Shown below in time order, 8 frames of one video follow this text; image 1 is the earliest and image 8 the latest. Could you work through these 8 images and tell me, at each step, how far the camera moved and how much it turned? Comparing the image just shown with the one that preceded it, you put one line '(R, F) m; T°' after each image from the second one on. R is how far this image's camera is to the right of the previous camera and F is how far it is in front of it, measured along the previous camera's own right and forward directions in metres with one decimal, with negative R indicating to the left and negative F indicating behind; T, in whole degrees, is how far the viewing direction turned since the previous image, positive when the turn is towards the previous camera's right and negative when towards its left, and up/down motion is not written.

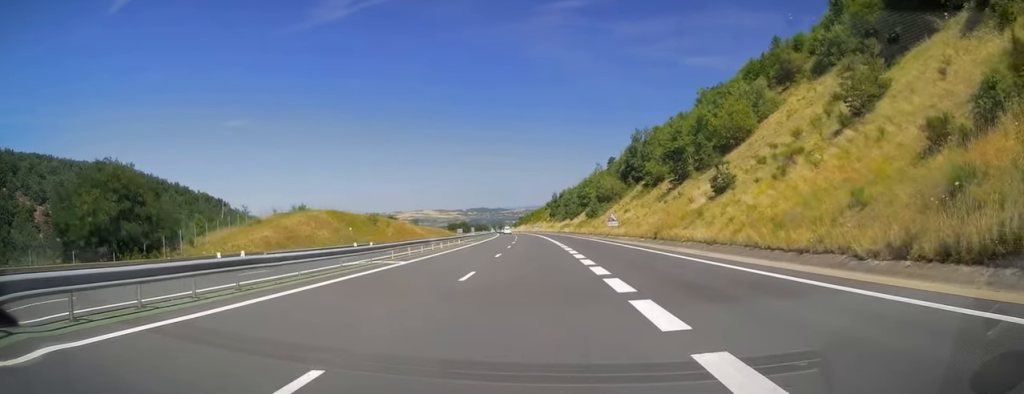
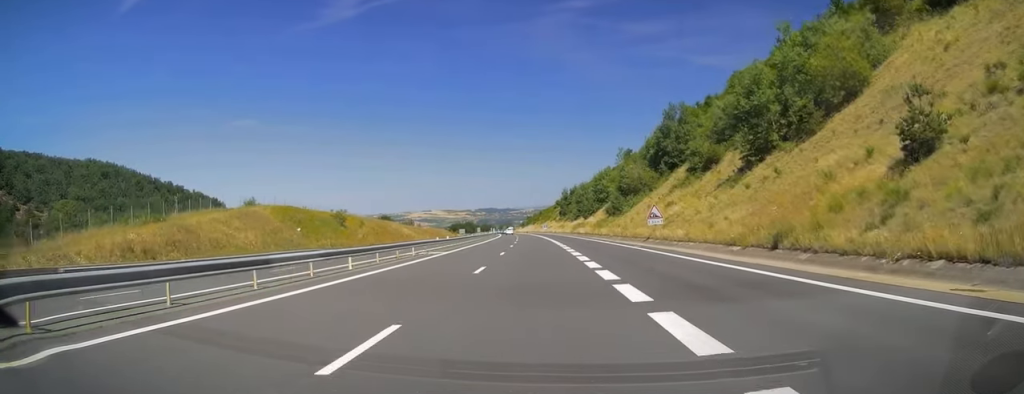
(-0.1, +23.2) m; -1°
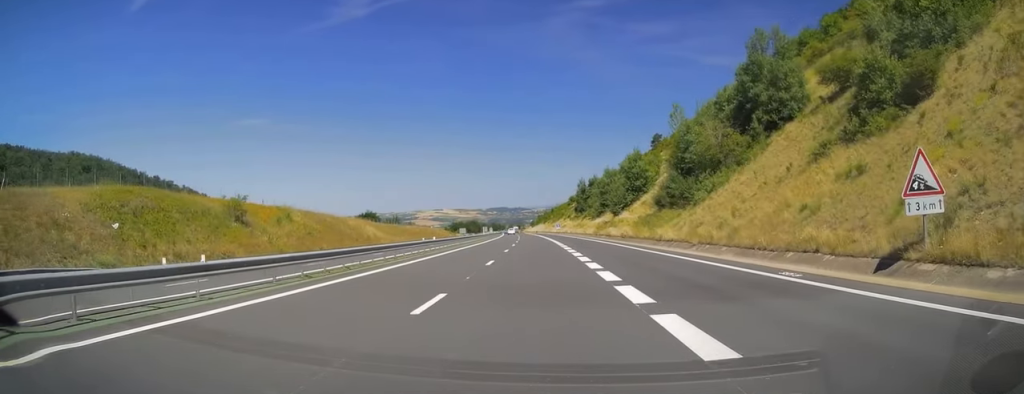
(-0.3, +35.1) m; -1°
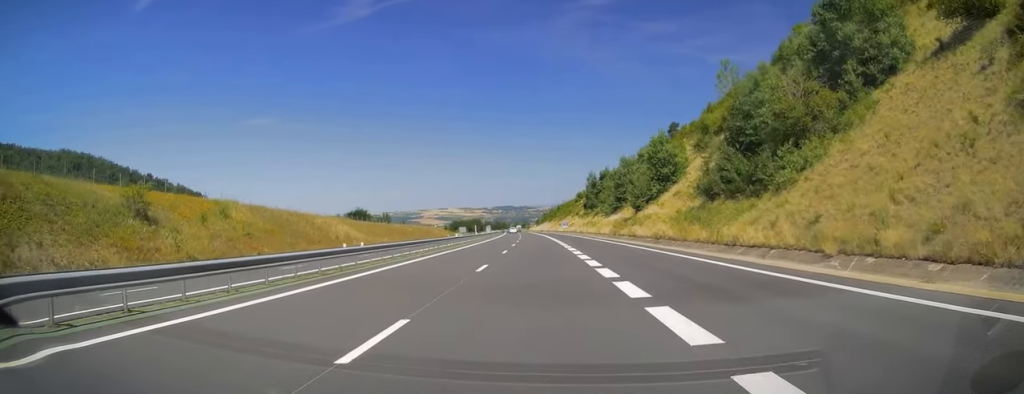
(0.0, +16.8) m; -1°
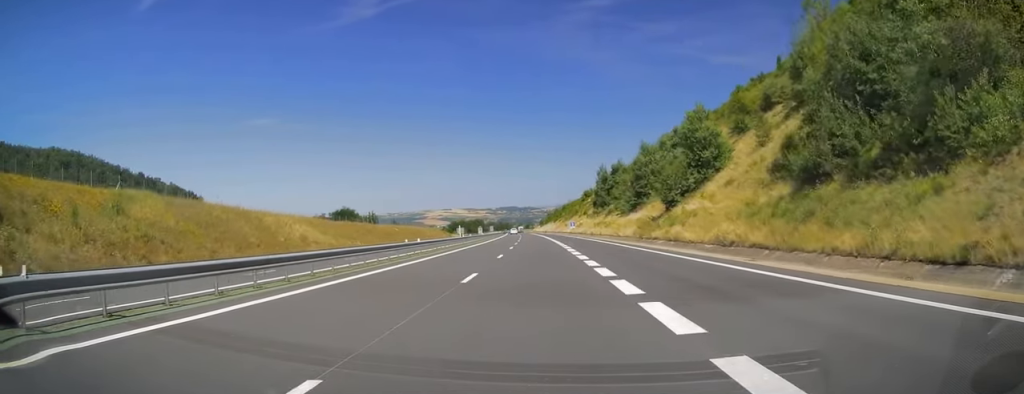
(-0.3, +16.7) m; -1°
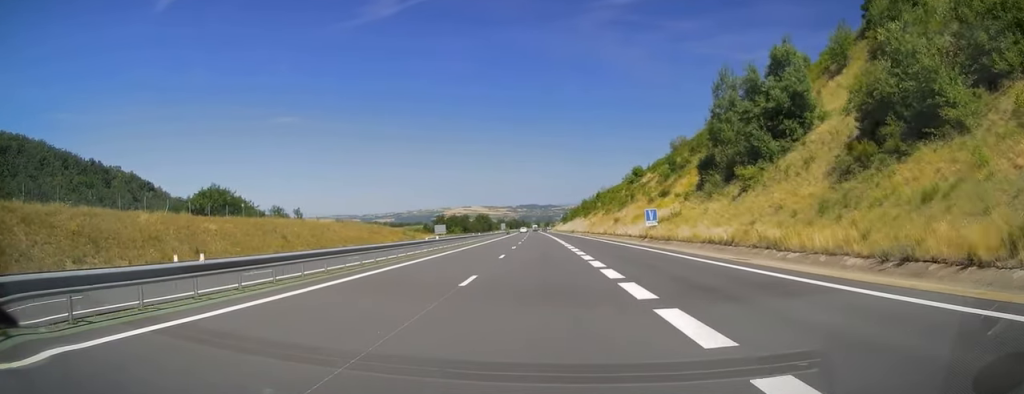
(-1.5, +79.5) m; -2°
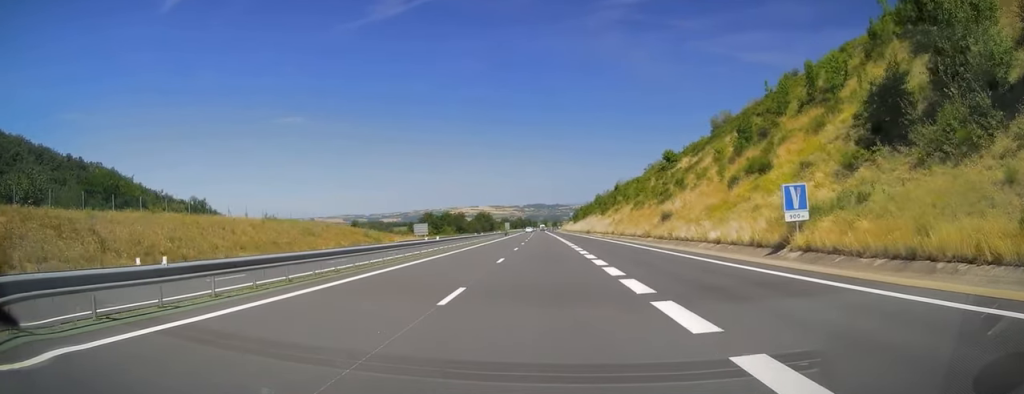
(0.0, +29.7) m; 0°
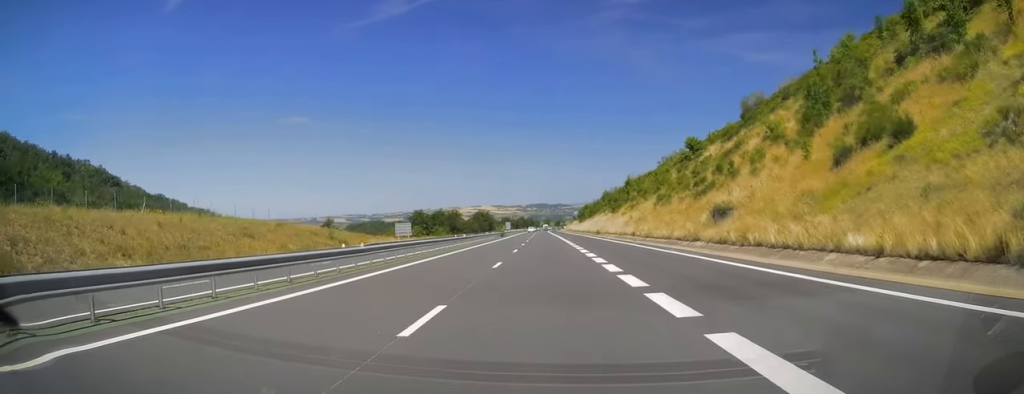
(0.0, +16.2) m; 0°
